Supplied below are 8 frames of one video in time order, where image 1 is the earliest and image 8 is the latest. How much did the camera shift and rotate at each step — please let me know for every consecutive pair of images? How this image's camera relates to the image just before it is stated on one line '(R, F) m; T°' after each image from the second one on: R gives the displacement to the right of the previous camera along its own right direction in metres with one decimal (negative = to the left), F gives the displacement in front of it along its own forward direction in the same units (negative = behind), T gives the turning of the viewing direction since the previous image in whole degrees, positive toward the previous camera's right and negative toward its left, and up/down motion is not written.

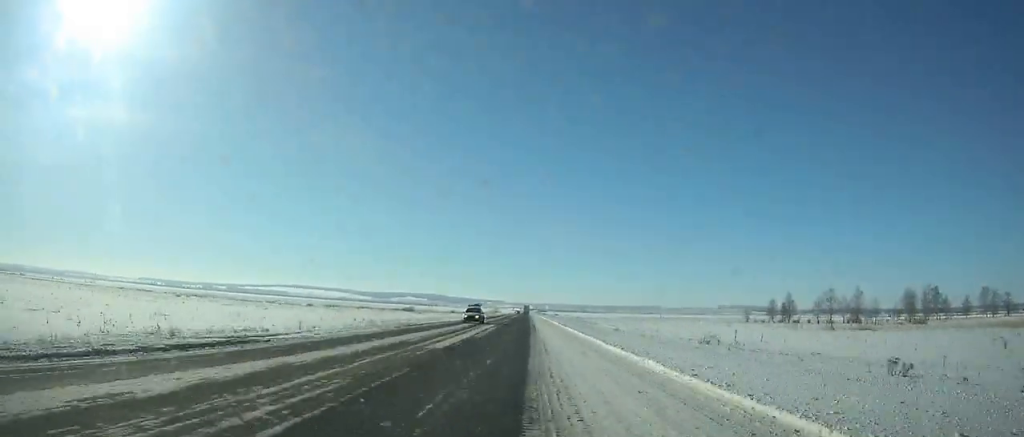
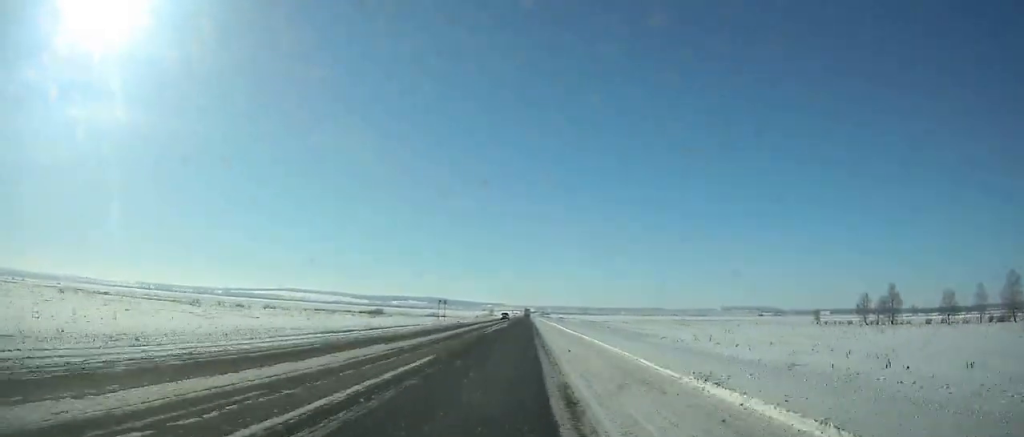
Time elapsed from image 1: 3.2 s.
(0.0, +64.4) m; 0°
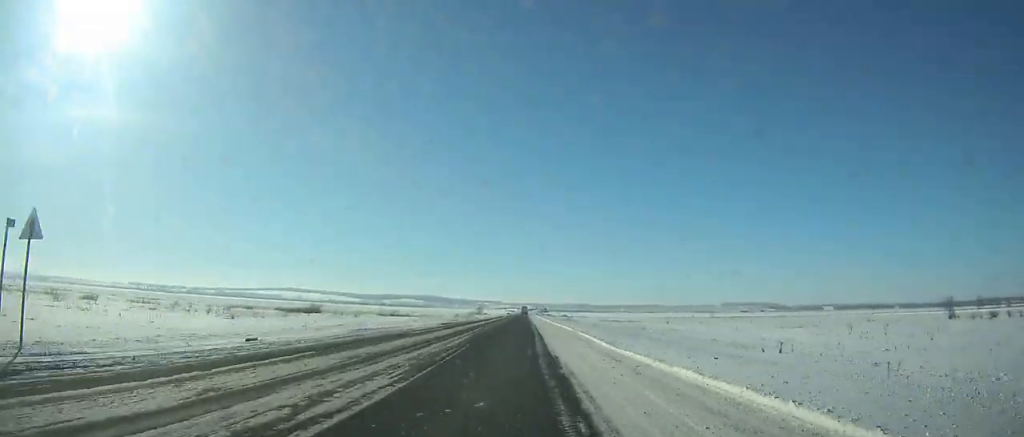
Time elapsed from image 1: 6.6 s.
(-0.3, +69.0) m; 0°
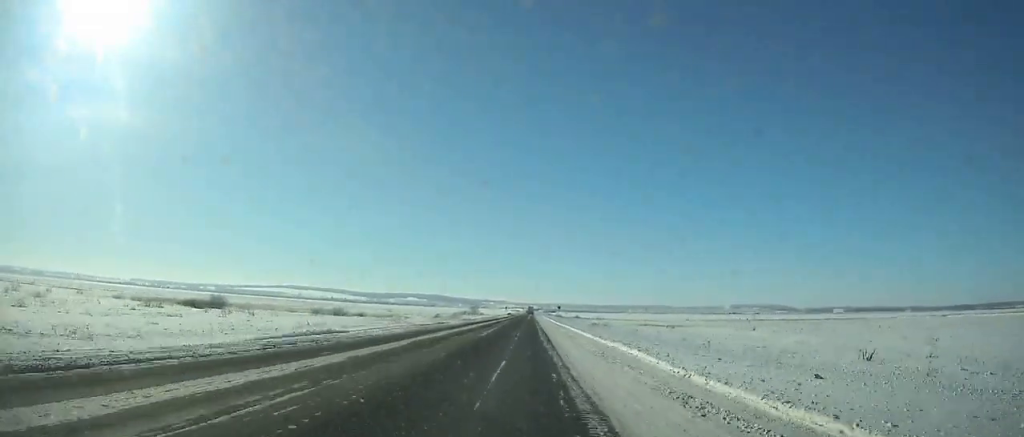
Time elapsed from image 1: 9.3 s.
(-0.1, +55.2) m; 0°
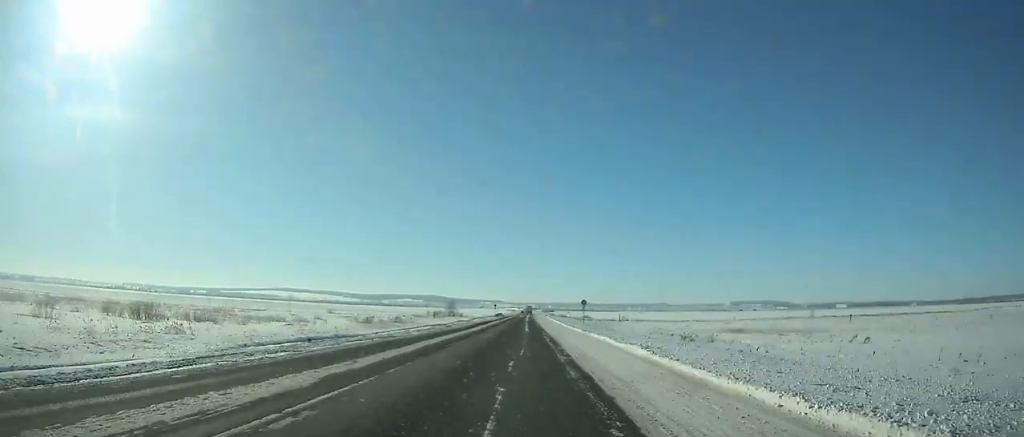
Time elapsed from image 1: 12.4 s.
(+0.2, +63.6) m; 0°
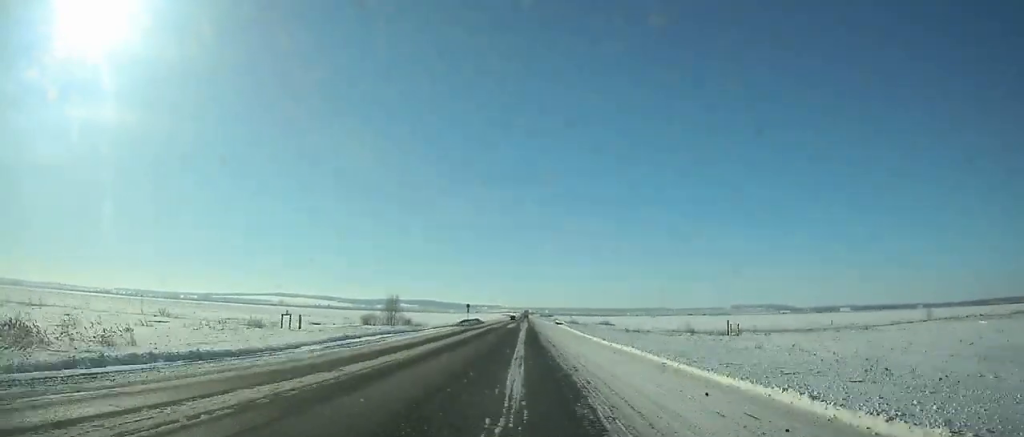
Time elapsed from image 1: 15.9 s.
(+0.4, +71.8) m; 0°
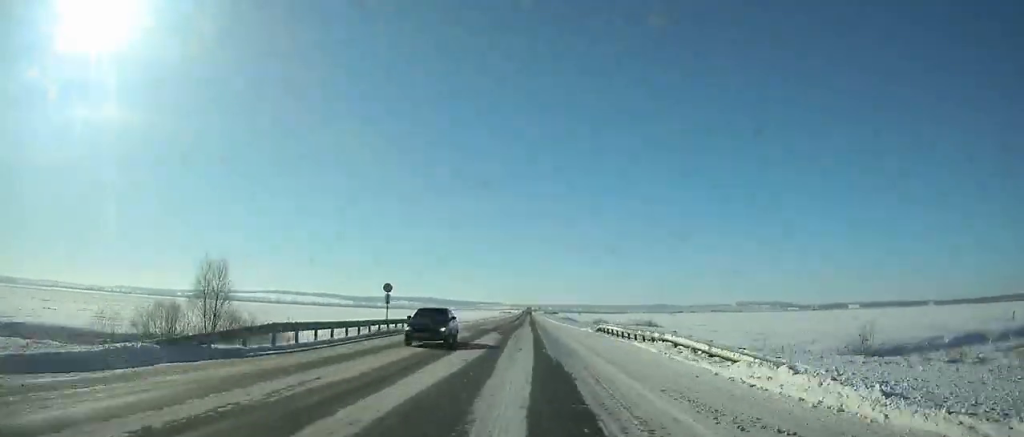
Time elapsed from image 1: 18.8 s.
(+0.1, +59.2) m; 0°
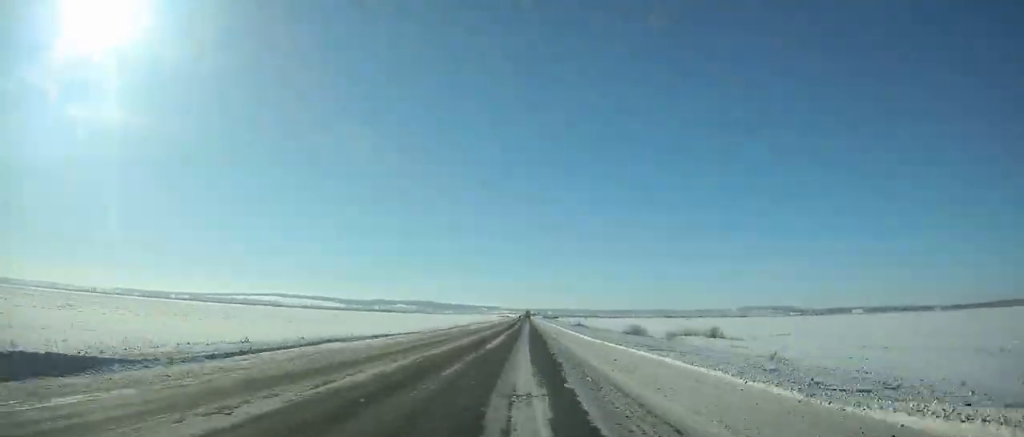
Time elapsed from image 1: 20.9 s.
(0.0, +42.6) m; 0°
